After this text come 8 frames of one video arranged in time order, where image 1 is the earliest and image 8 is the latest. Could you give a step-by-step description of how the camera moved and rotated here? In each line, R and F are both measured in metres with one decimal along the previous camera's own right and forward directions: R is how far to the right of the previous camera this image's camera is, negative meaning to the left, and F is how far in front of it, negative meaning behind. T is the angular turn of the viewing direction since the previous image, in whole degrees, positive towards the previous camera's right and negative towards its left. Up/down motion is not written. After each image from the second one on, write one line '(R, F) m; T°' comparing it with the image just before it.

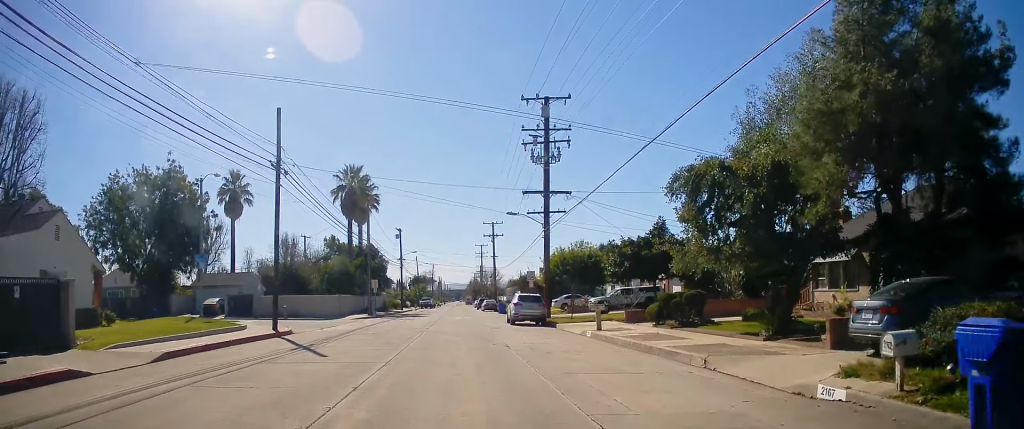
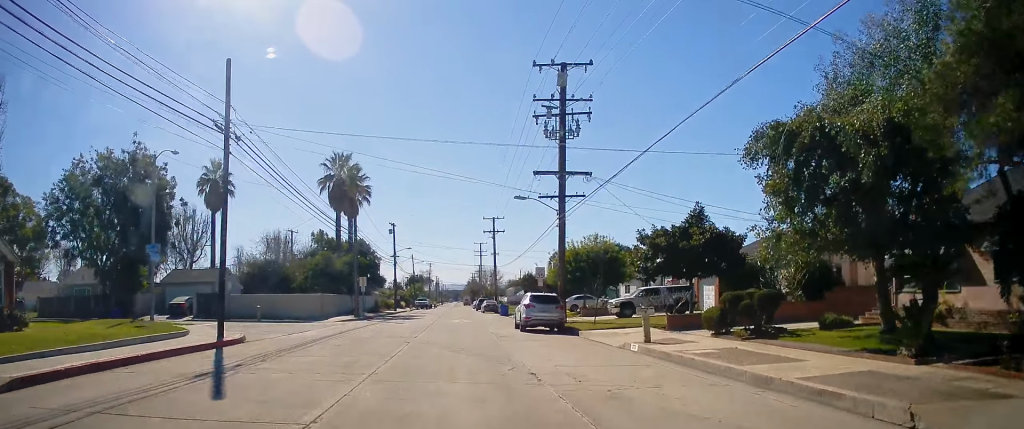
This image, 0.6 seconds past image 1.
(+0.1, +5.8) m; +1°
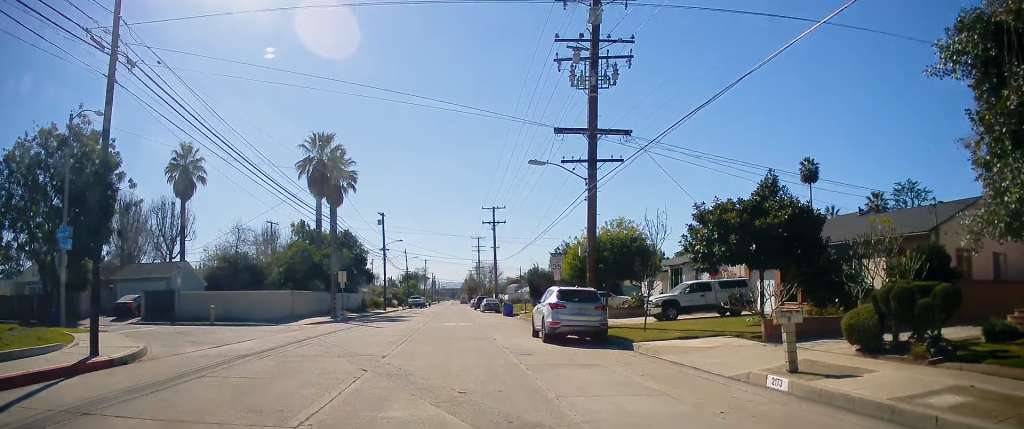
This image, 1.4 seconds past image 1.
(+0.2, +7.5) m; -2°
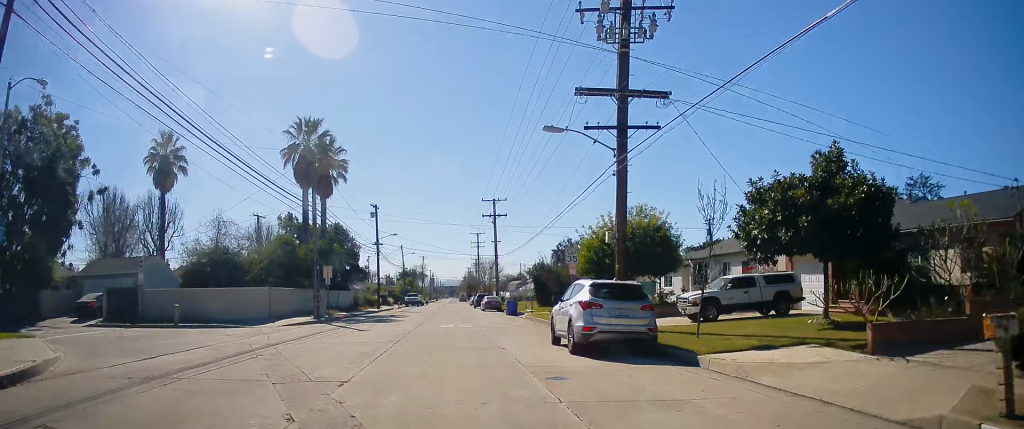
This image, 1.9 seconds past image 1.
(-0.1, +4.3) m; -6°
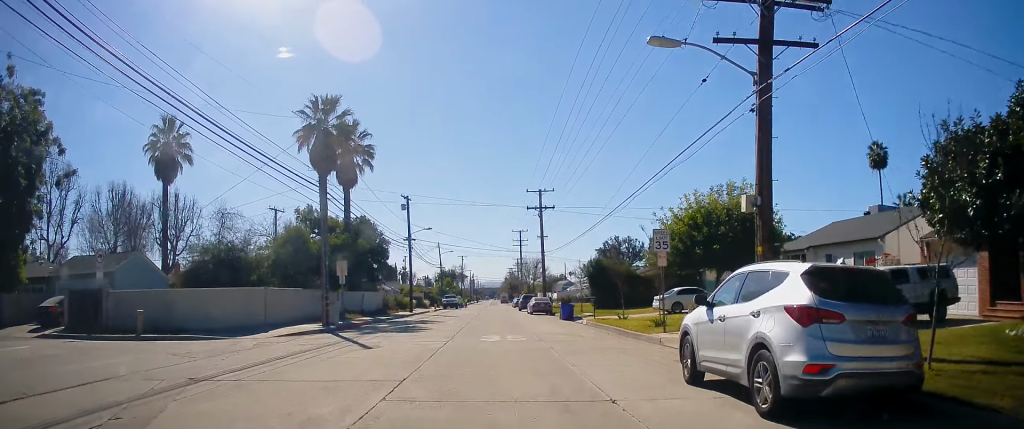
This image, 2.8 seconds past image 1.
(-0.8, +6.8) m; -11°
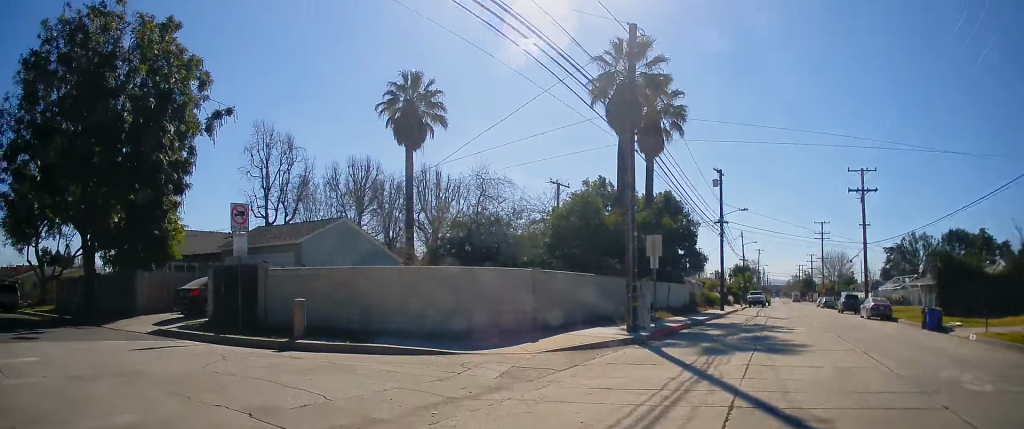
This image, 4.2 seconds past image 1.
(-1.3, +10.0) m; -17°
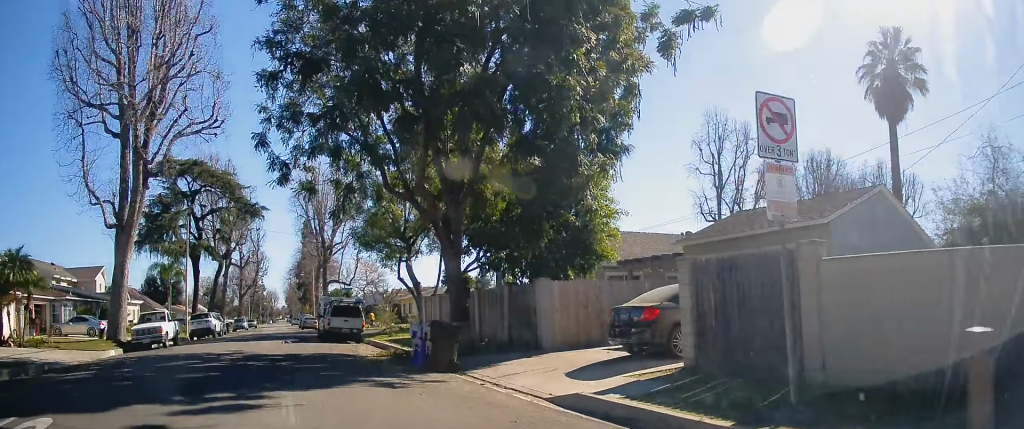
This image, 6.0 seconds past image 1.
(-4.0, +9.0) m; -50°
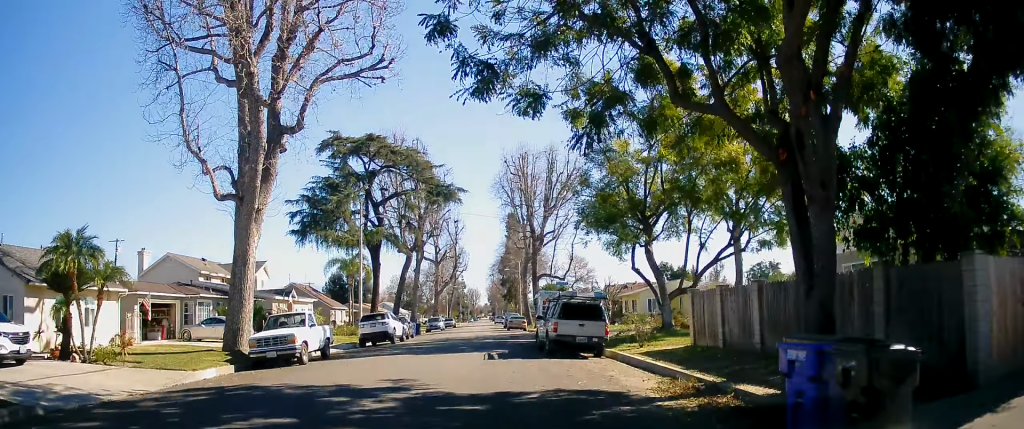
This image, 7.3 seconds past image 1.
(-1.8, +7.8) m; -11°
